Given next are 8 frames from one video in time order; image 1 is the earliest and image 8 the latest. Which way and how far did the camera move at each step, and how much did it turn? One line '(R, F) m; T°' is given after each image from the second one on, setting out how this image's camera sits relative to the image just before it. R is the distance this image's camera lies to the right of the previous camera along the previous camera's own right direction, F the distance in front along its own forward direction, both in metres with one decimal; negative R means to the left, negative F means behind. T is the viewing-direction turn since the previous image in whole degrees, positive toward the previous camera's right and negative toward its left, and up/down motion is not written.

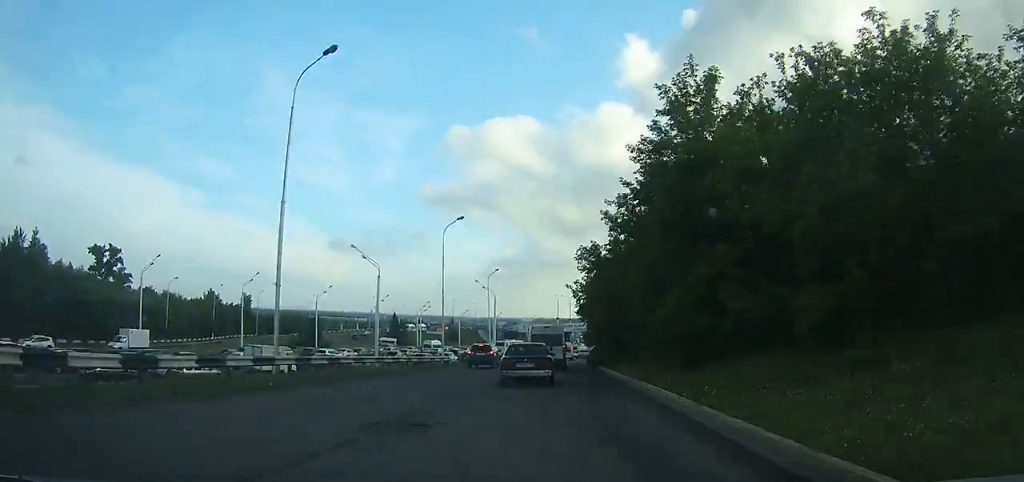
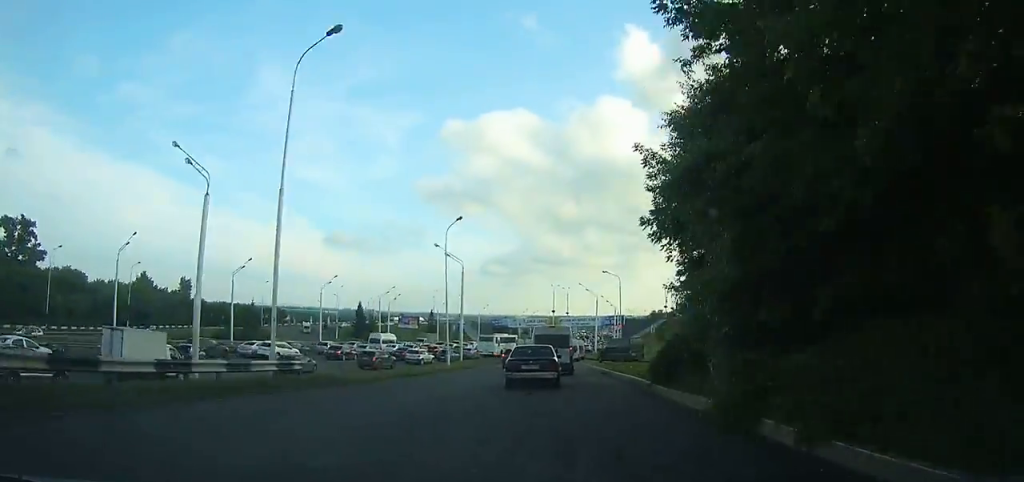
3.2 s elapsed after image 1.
(+1.5, +24.8) m; +4°
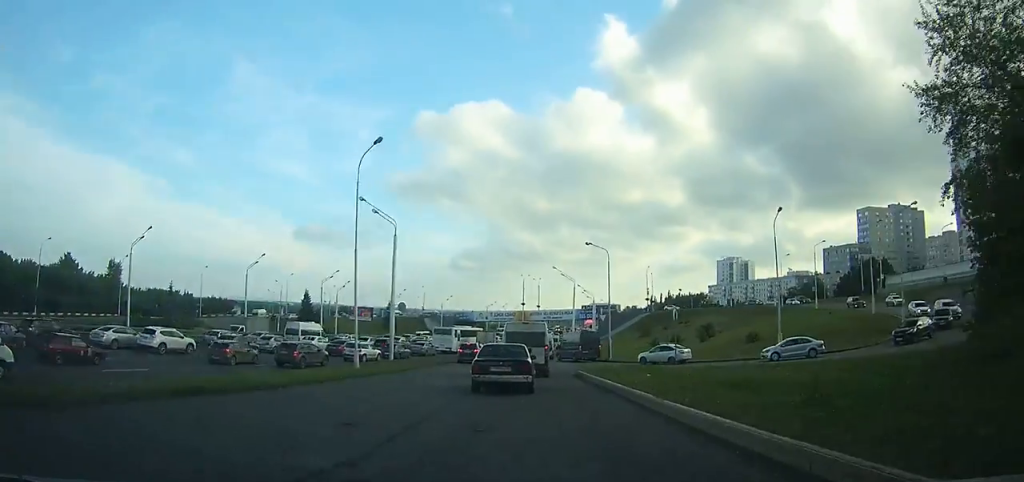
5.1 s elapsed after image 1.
(+0.1, +15.5) m; +1°
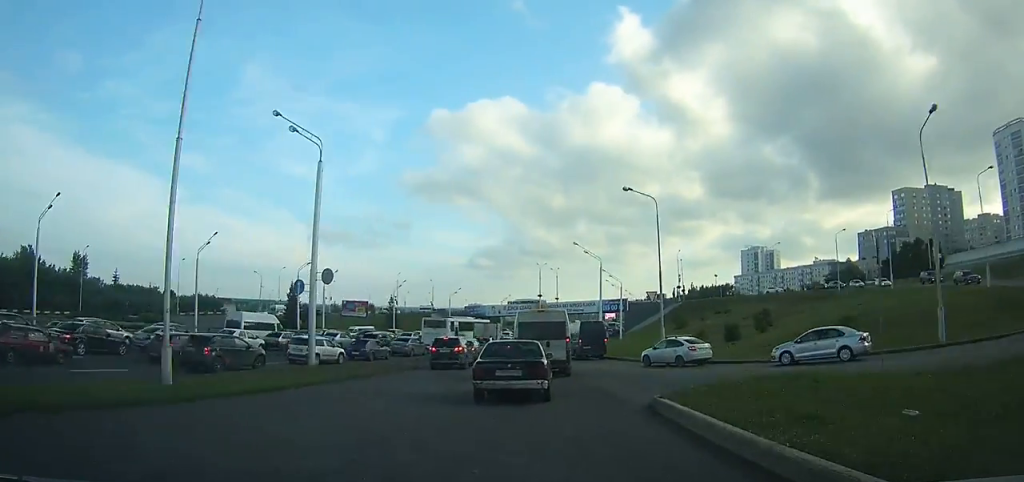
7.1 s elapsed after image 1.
(+0.2, +16.3) m; 0°
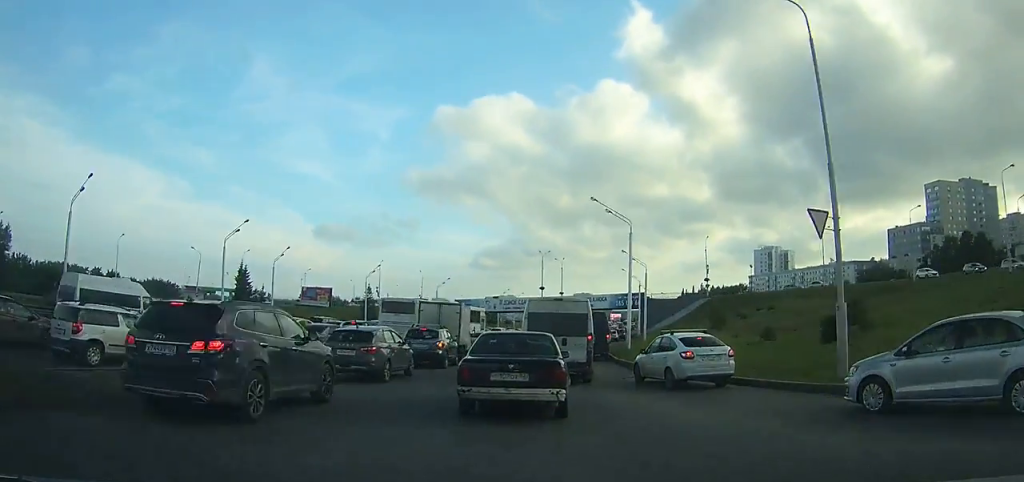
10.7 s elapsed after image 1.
(-0.1, +26.2) m; -1°
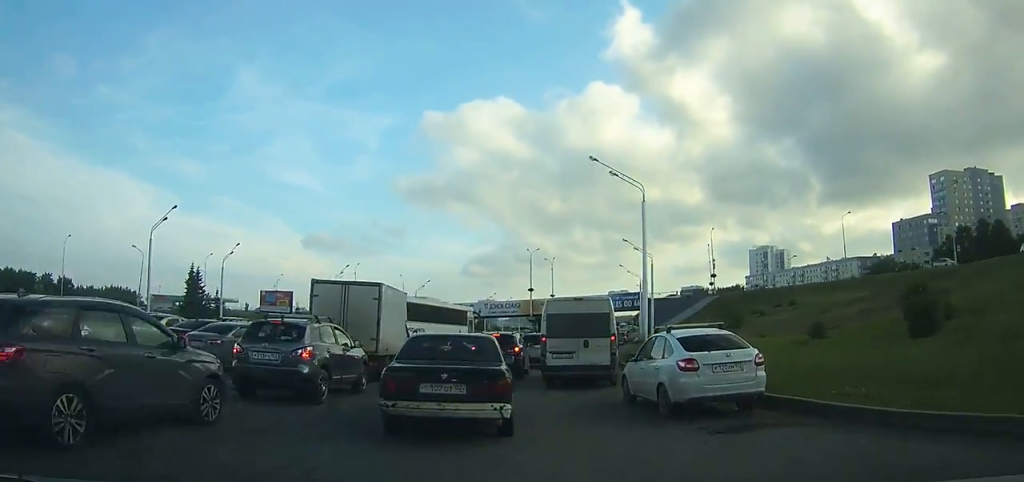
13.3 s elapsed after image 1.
(-0.1, +15.9) m; -1°
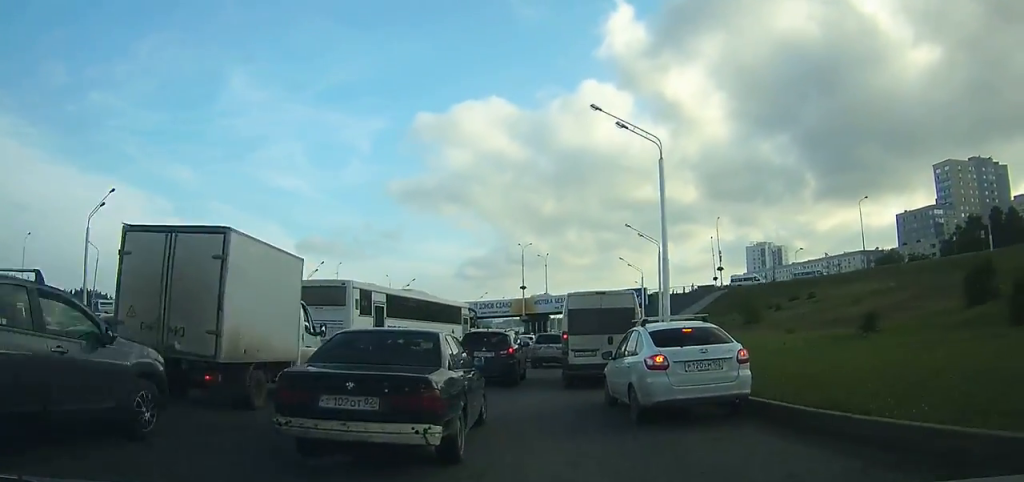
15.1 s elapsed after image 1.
(0.0, +9.2) m; 0°
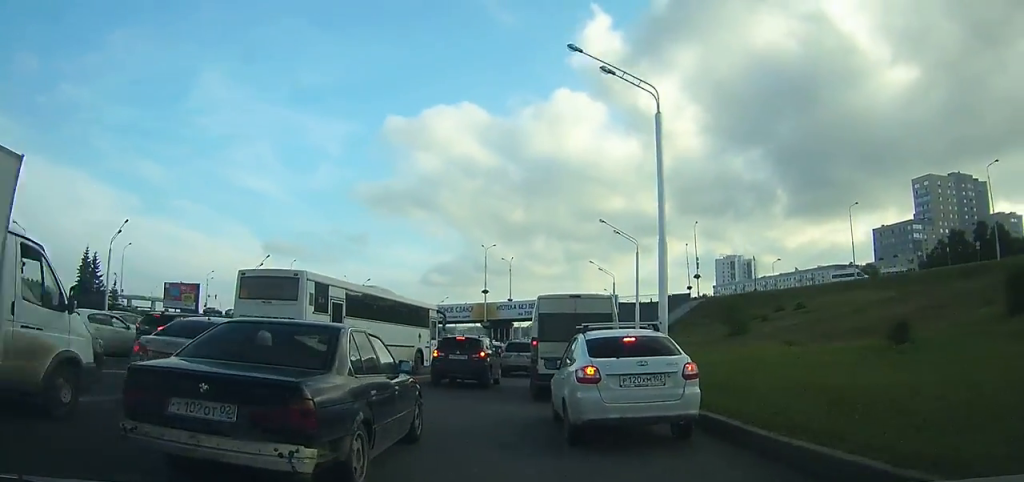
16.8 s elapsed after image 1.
(0.0, +8.2) m; +1°
